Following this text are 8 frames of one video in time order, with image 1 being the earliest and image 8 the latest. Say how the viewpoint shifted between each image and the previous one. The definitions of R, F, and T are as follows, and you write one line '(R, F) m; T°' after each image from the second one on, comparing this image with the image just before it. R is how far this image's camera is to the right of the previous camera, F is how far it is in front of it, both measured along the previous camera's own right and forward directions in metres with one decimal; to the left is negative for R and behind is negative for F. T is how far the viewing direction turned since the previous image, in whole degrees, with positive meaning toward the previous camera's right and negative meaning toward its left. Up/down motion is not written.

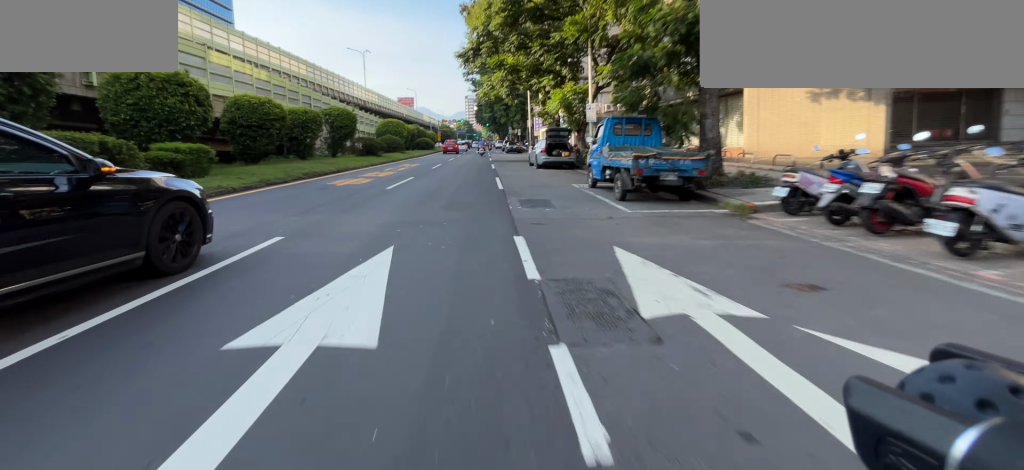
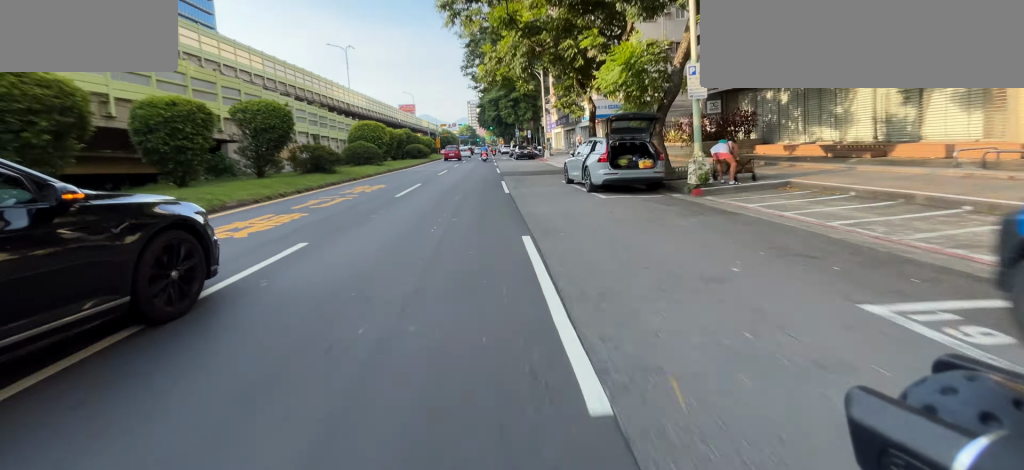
(+0.1, +9.5) m; +2°
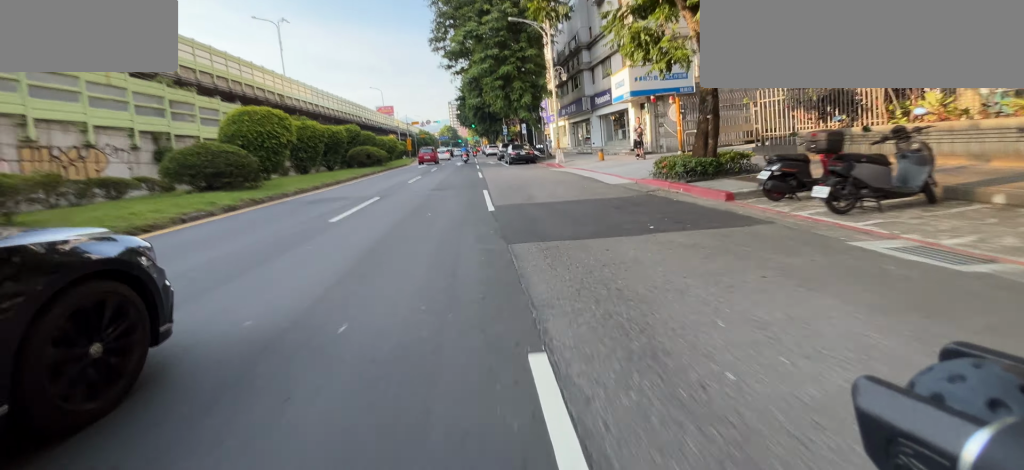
(+0.3, +15.3) m; +3°
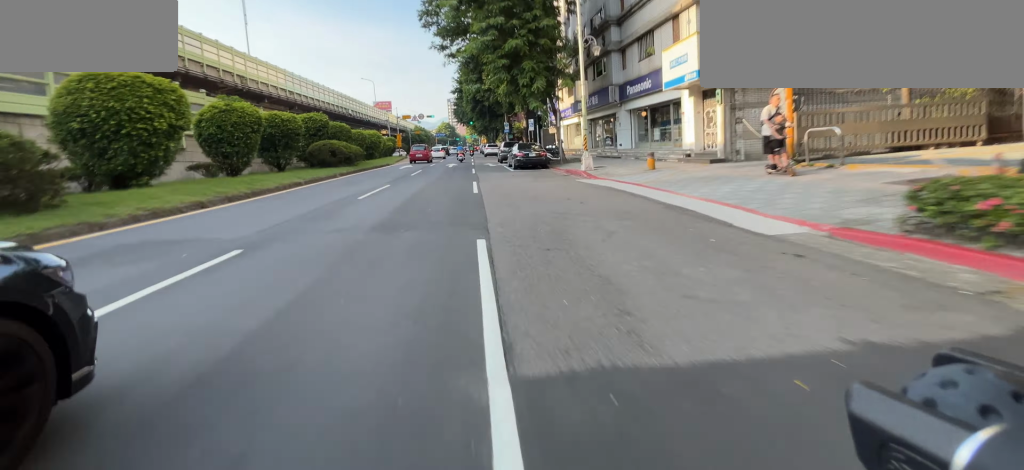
(+0.3, +7.8) m; 0°
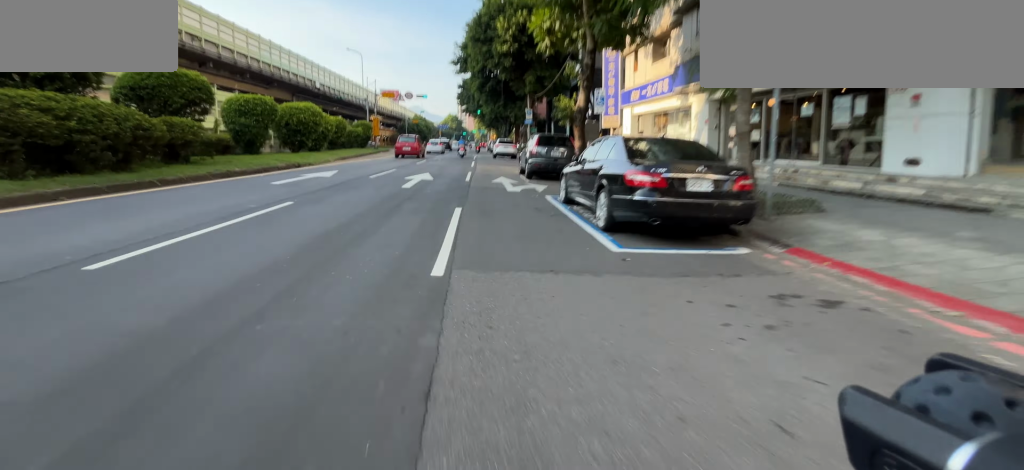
(-0.3, +19.4) m; -3°
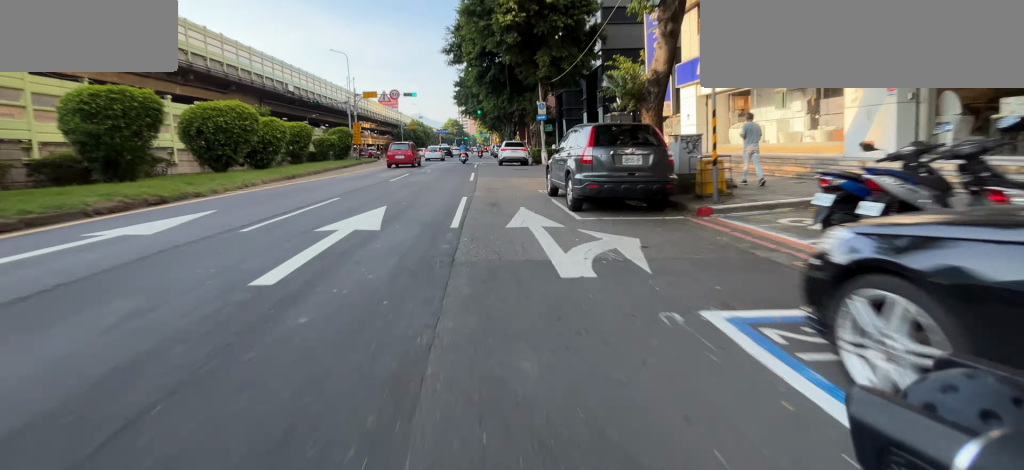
(-0.2, +7.9) m; -1°
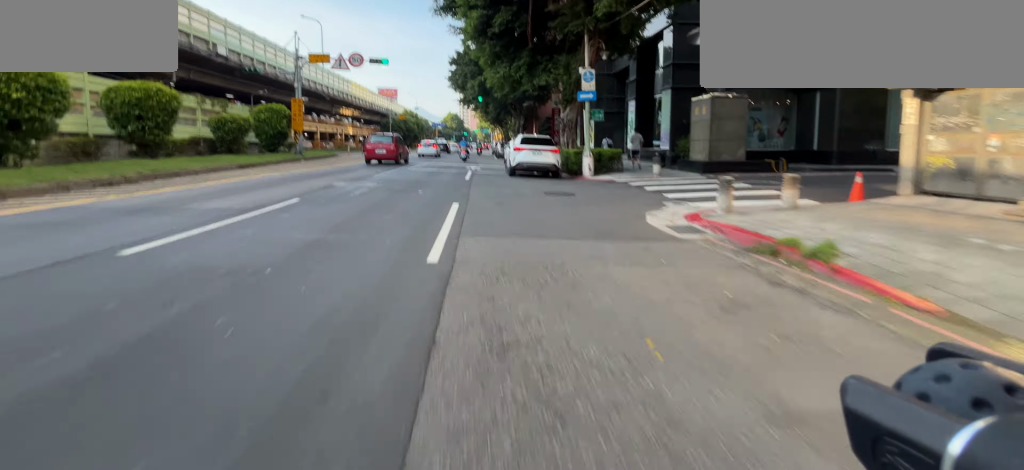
(-0.1, +12.6) m; +1°
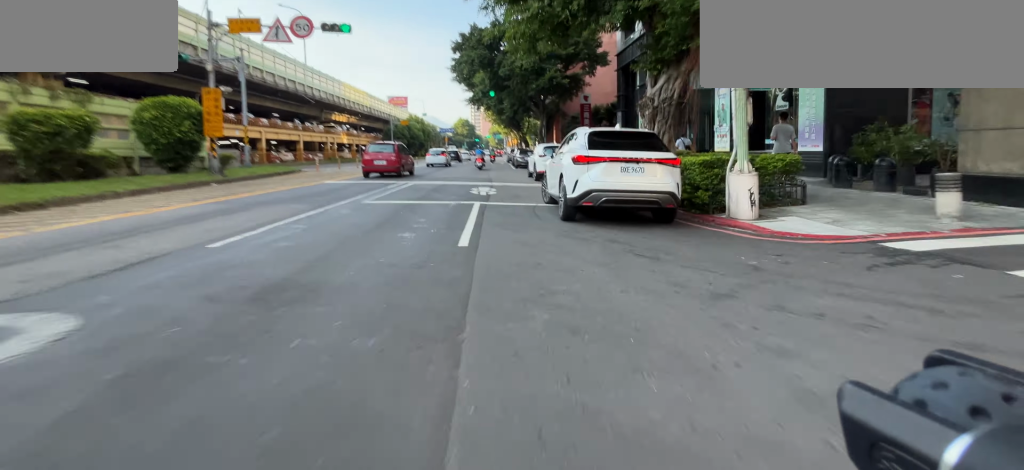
(+0.2, +9.5) m; +1°
